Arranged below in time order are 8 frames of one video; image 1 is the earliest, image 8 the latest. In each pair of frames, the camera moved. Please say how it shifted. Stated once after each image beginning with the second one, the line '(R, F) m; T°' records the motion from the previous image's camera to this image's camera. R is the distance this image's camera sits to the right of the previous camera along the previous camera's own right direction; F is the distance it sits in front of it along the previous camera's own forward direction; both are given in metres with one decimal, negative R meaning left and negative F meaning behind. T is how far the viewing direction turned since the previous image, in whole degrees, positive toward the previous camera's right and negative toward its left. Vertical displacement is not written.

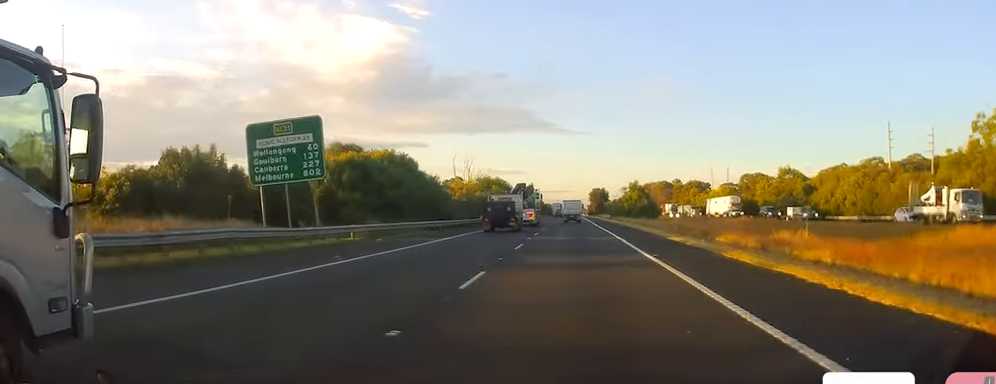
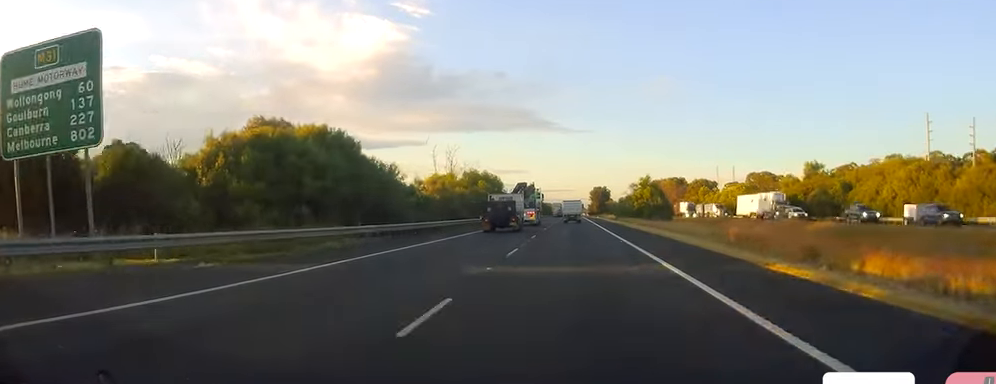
(-0.1, +16.4) m; 0°
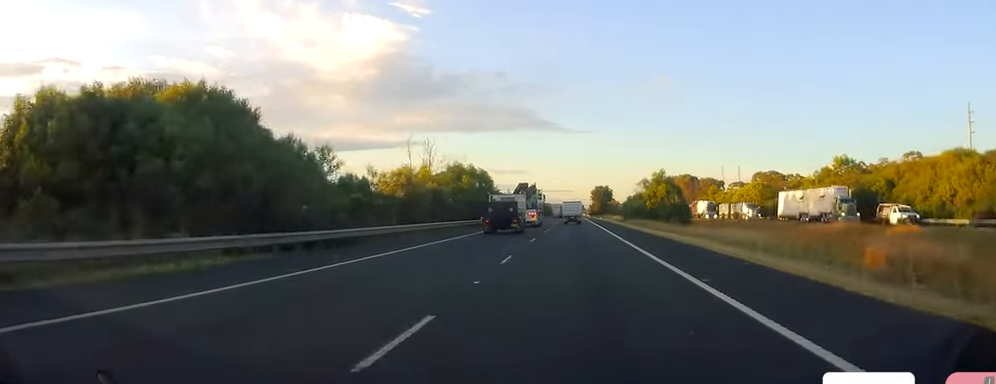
(0.0, +14.5) m; 0°
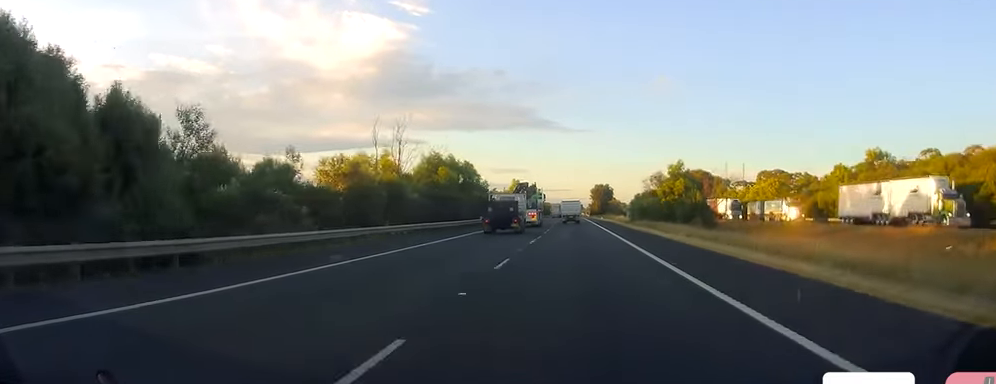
(-0.1, +13.5) m; 0°
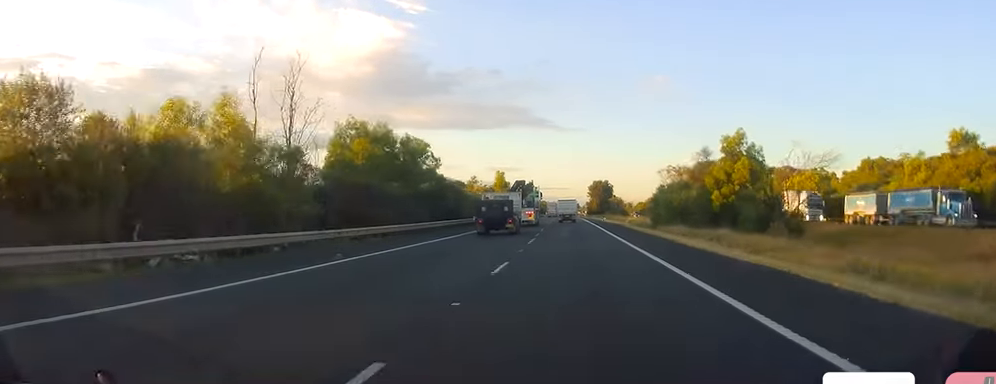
(+0.2, +25.0) m; 0°
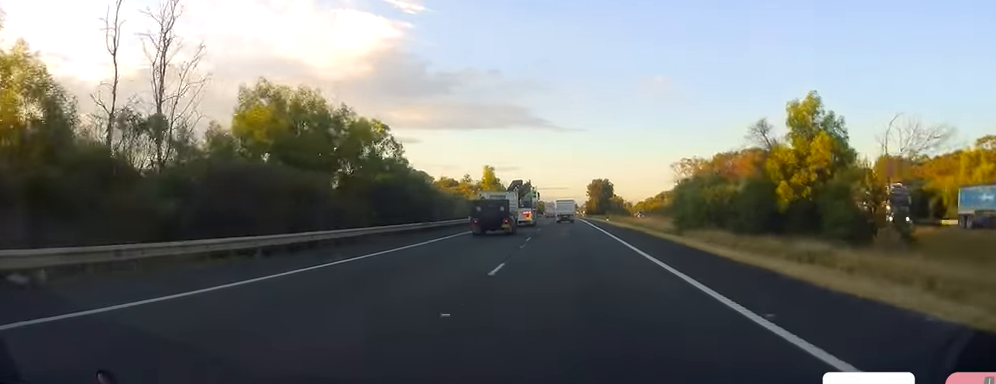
(0.0, +13.5) m; 0°
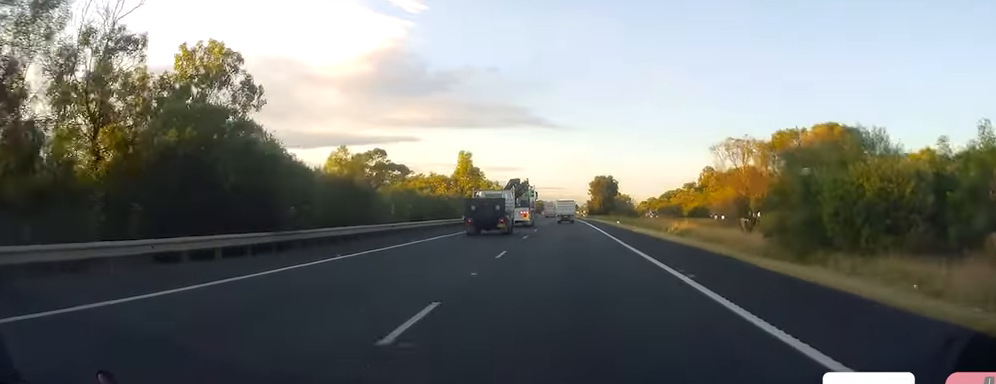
(-0.2, +23.2) m; +1°
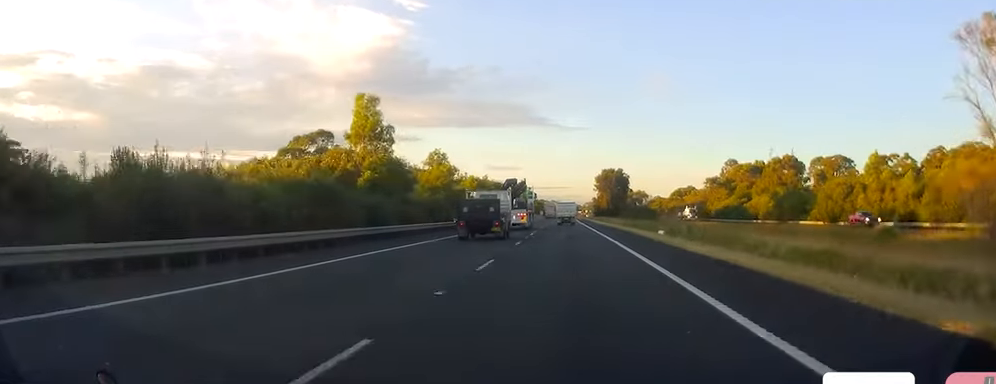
(+0.5, +38.9) m; 0°
